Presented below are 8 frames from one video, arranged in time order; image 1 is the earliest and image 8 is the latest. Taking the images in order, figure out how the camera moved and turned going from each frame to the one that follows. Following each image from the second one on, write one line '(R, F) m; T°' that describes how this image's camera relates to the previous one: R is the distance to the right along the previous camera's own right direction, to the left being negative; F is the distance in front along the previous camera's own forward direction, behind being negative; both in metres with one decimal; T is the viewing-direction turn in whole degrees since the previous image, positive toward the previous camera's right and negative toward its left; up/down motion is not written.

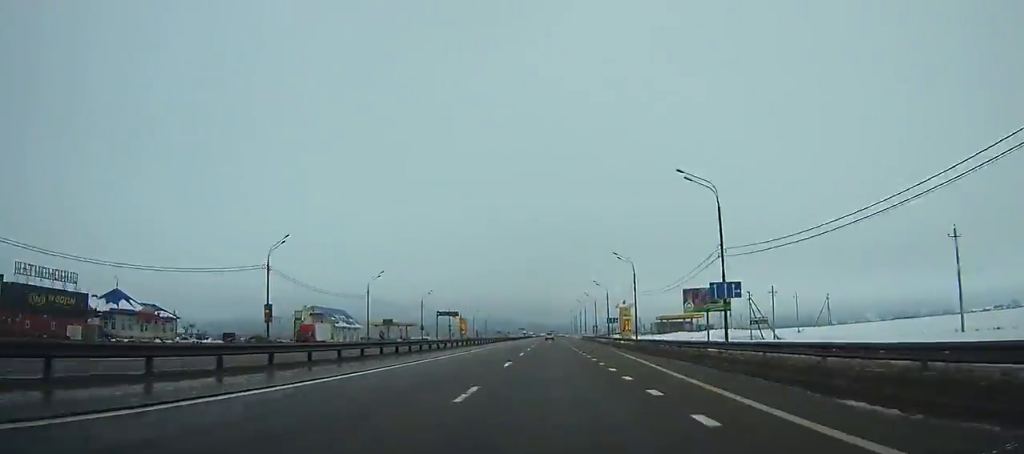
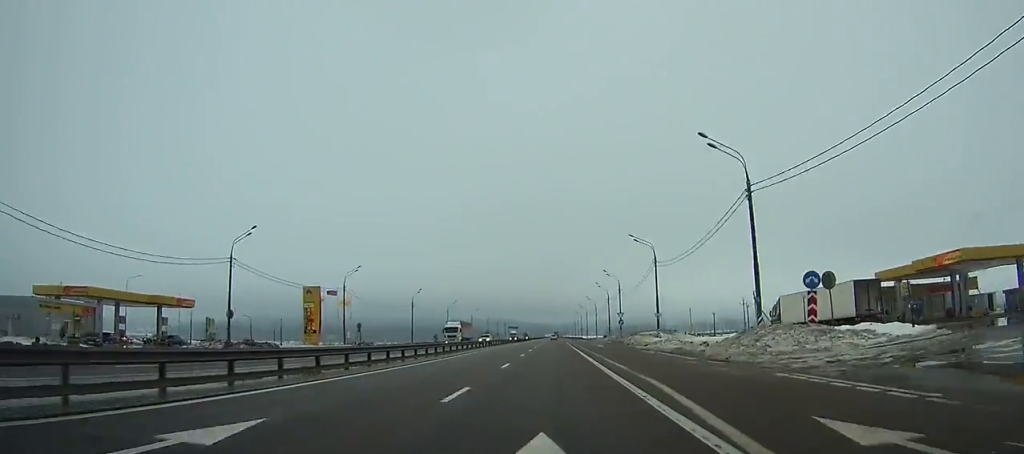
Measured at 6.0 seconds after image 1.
(+0.2, +137.5) m; 0°
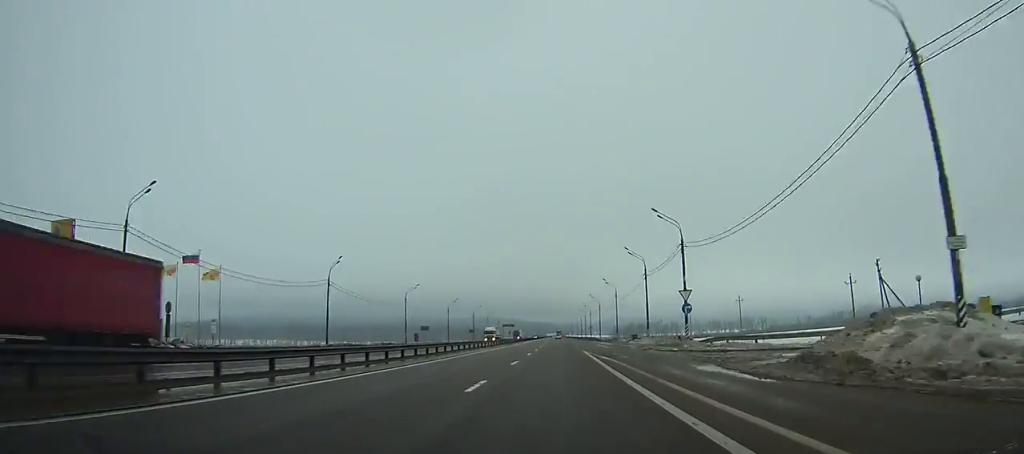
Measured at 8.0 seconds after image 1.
(-0.1, +44.9) m; 0°
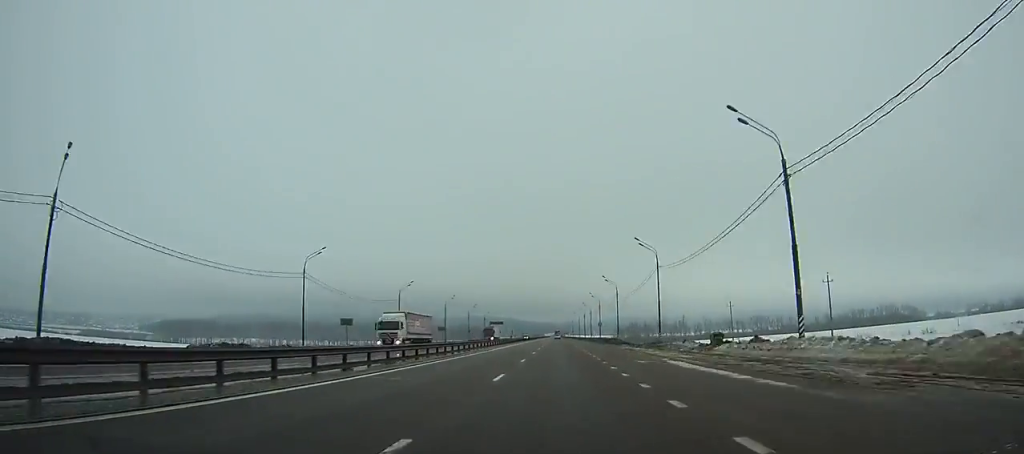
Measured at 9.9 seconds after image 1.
(-0.1, +42.4) m; 0°
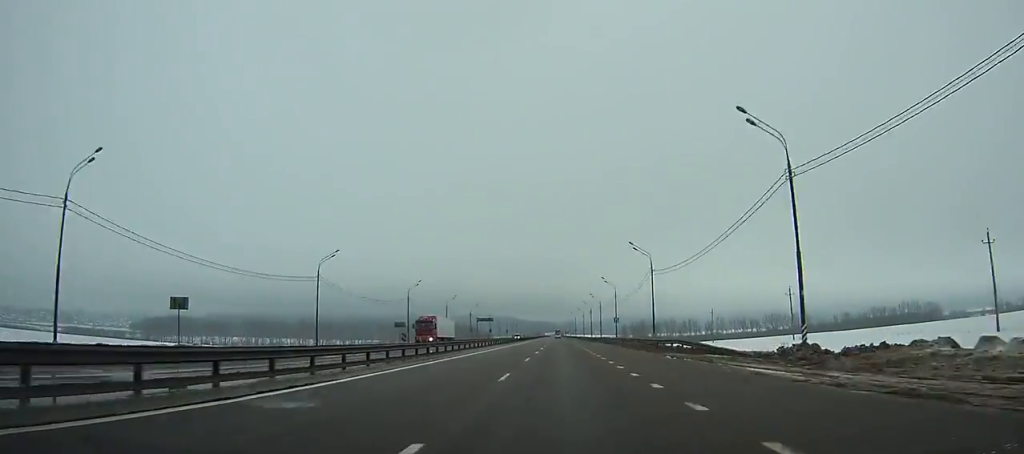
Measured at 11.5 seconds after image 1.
(+0.1, +35.4) m; 0°
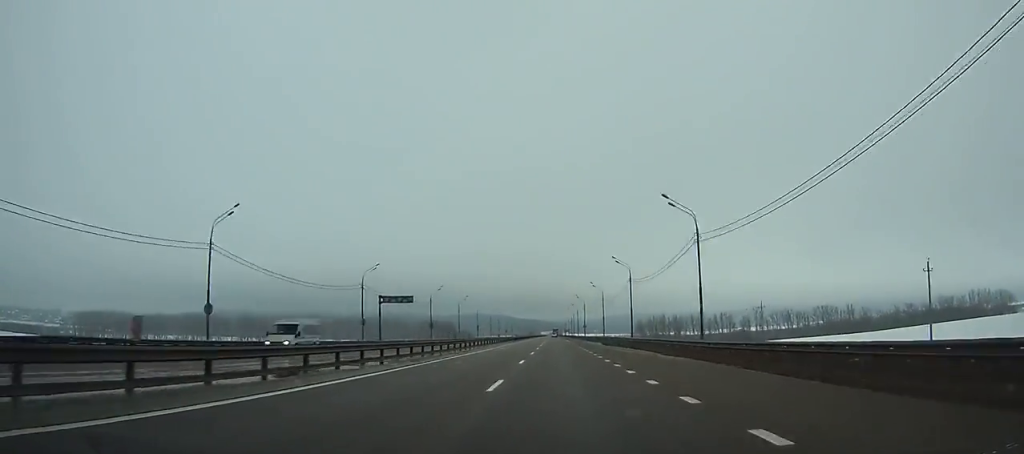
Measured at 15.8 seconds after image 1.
(+0.2, +95.0) m; 0°
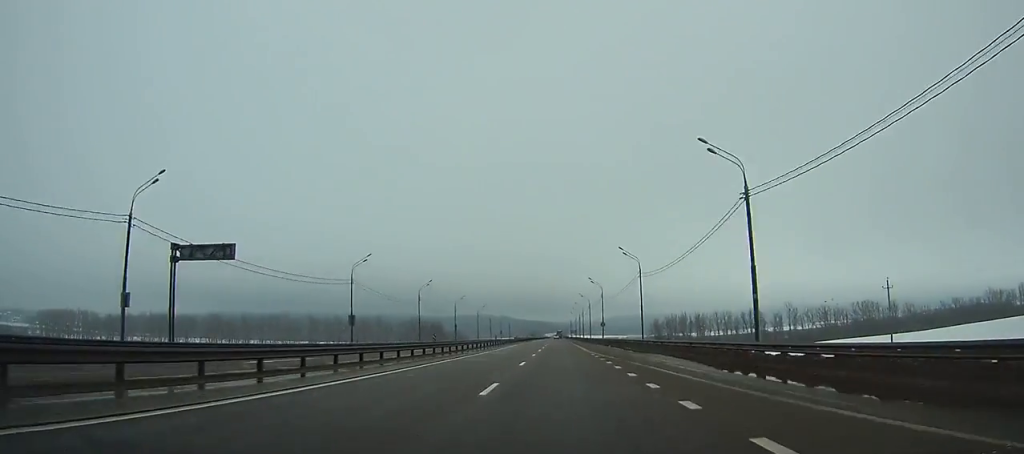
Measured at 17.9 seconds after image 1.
(+0.1, +46.7) m; 0°
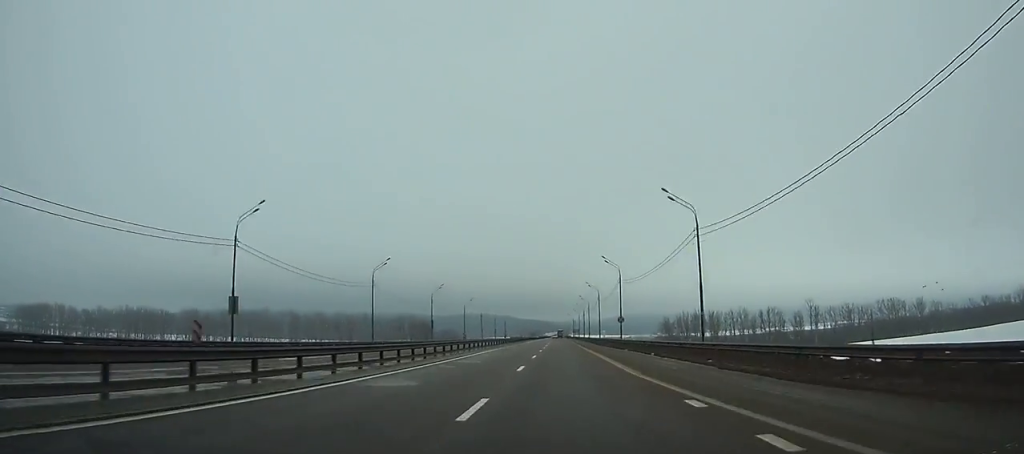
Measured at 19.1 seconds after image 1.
(0.0, +26.8) m; 0°
